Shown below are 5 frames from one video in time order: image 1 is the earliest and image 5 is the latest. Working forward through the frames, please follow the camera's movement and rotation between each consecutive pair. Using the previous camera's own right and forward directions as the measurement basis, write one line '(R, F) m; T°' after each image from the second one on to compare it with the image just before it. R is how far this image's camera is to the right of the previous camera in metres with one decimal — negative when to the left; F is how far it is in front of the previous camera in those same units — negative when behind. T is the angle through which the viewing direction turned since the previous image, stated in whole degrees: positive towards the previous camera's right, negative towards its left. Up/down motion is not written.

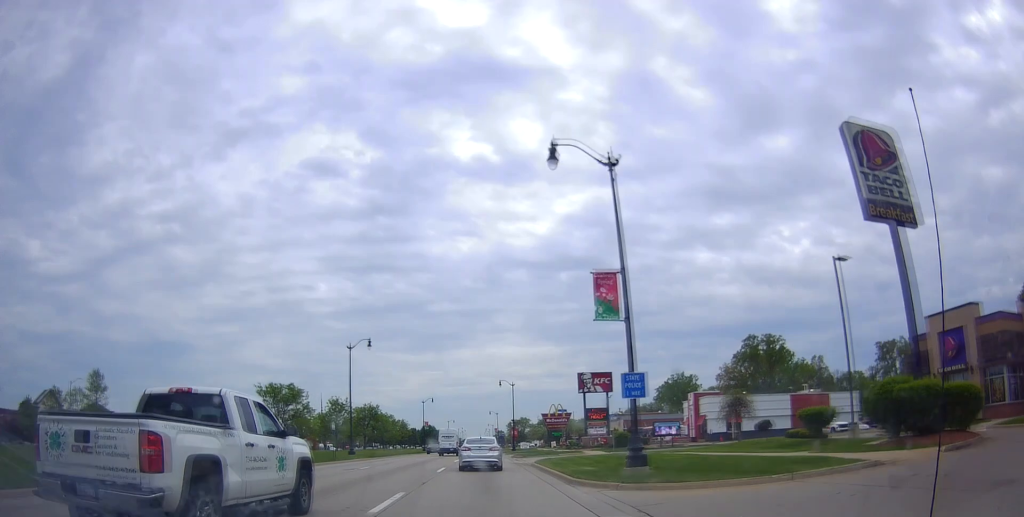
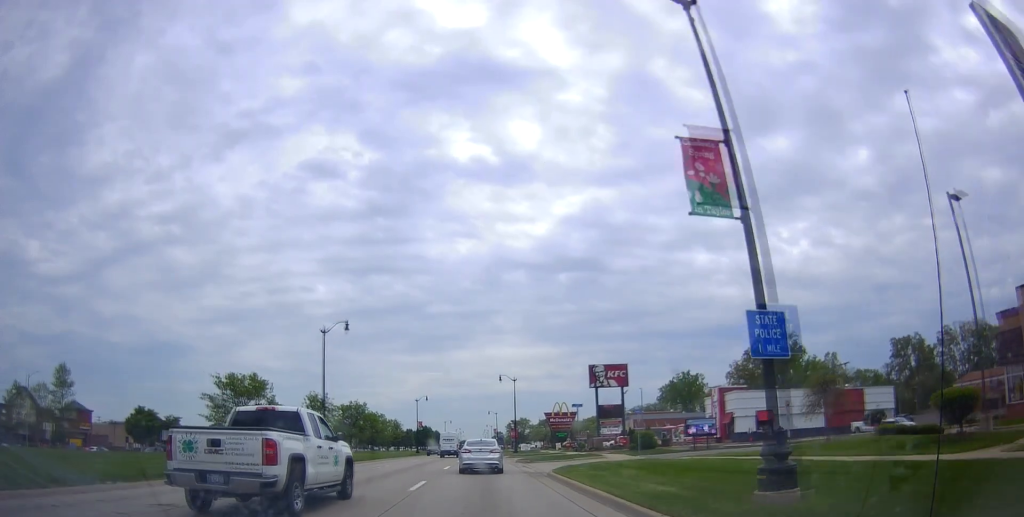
(0.0, +8.9) m; -1°
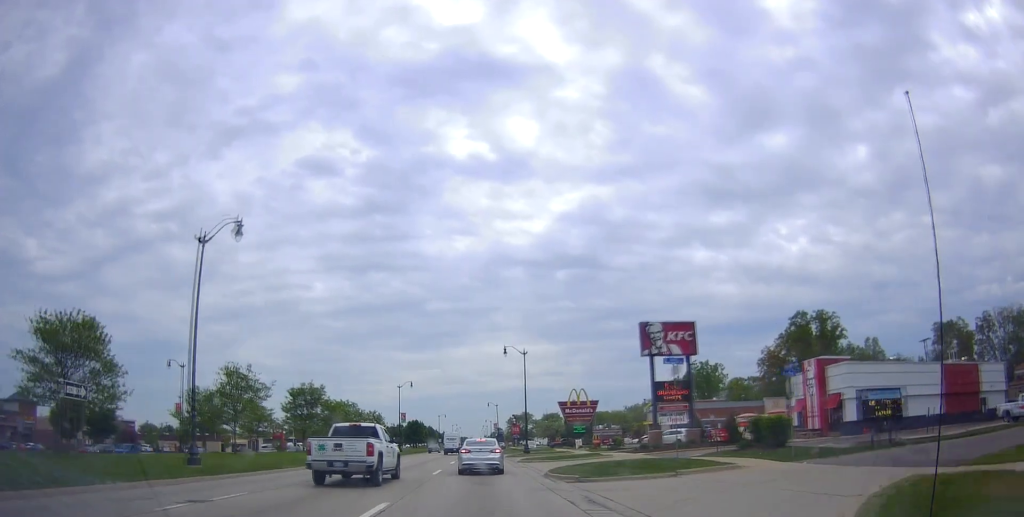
(-1.2, +22.0) m; -2°
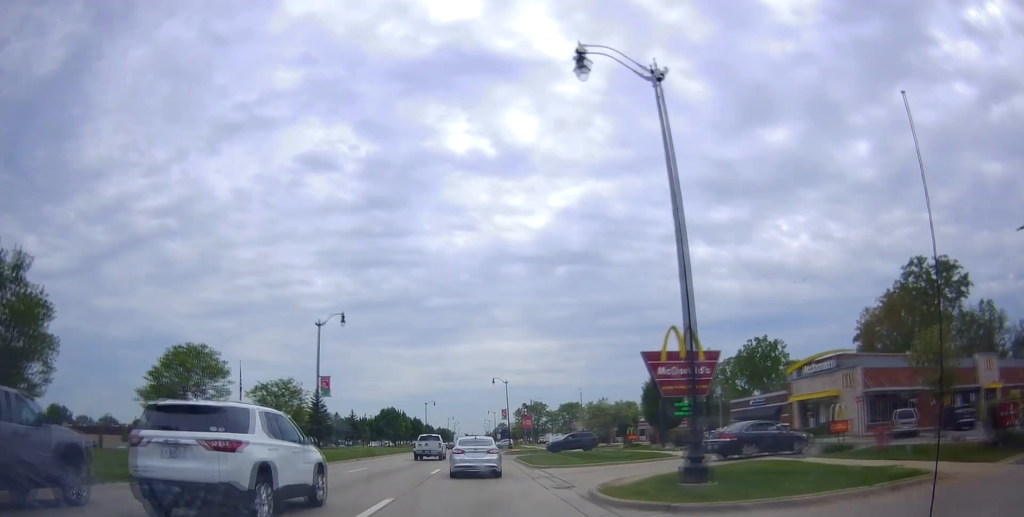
(+2.7, +45.2) m; +2°
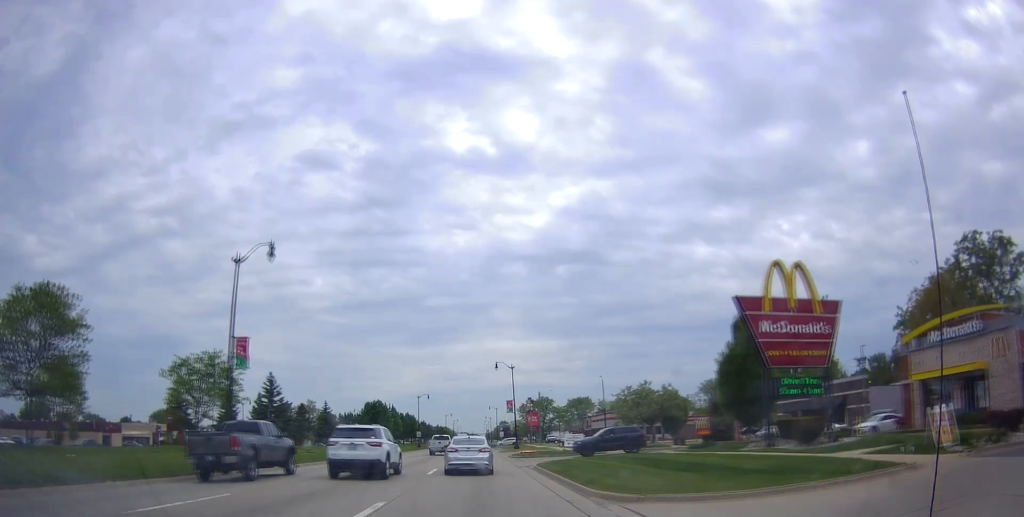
(-0.3, +15.7) m; 0°
